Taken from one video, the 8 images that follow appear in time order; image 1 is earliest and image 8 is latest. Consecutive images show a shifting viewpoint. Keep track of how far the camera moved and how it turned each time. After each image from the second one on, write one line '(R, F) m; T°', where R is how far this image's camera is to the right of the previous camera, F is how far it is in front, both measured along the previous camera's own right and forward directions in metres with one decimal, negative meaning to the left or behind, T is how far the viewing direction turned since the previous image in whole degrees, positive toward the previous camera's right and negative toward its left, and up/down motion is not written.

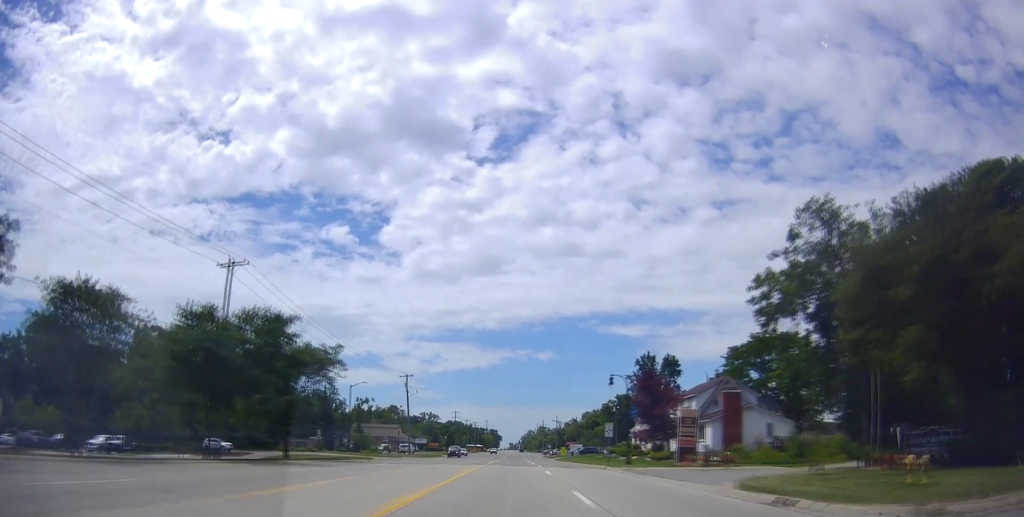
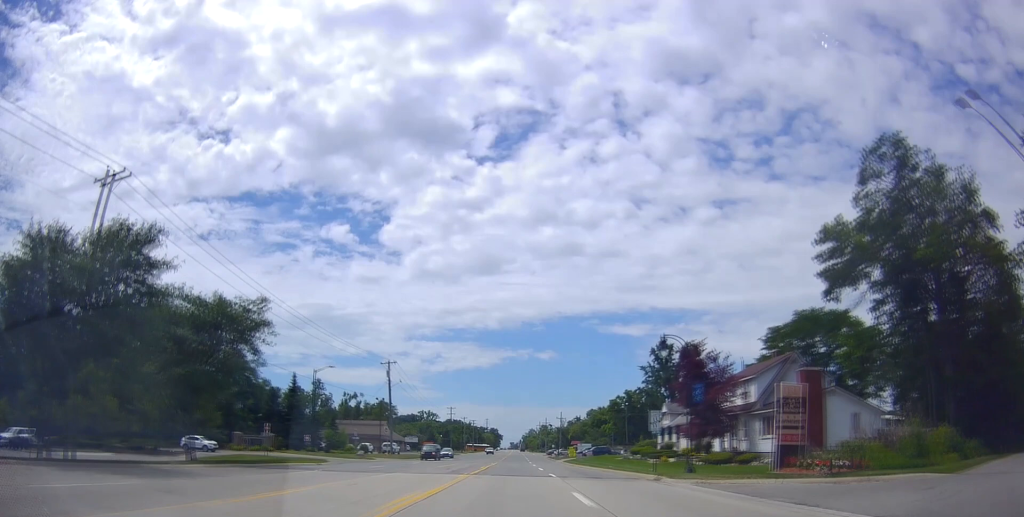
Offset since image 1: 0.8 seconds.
(+0.1, +15.4) m; -1°
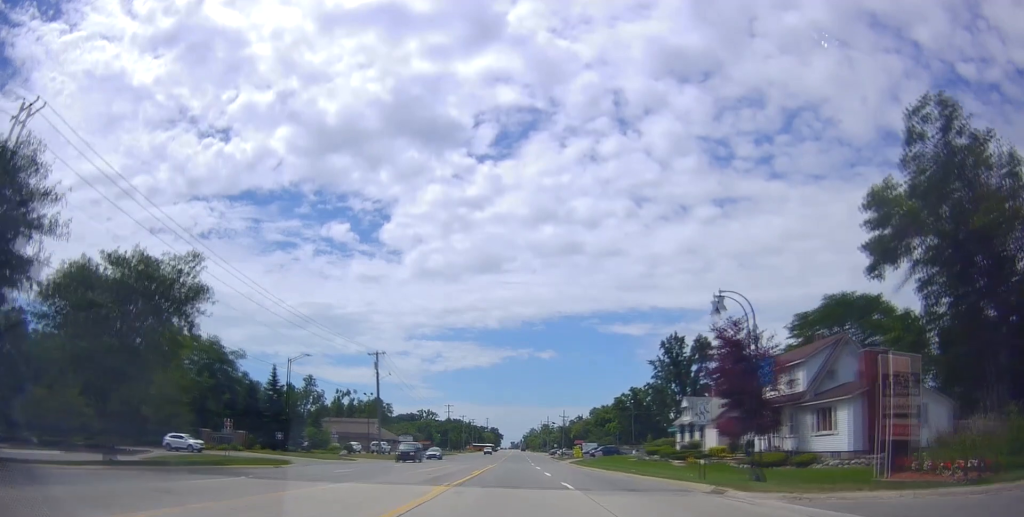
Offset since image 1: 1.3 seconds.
(-0.1, +8.1) m; 0°
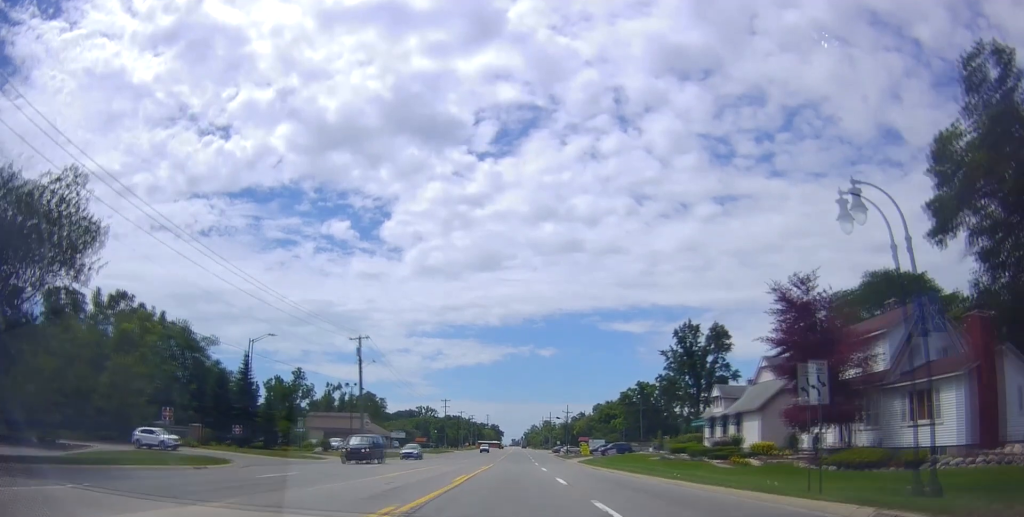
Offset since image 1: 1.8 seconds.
(-0.1, +9.4) m; -1°
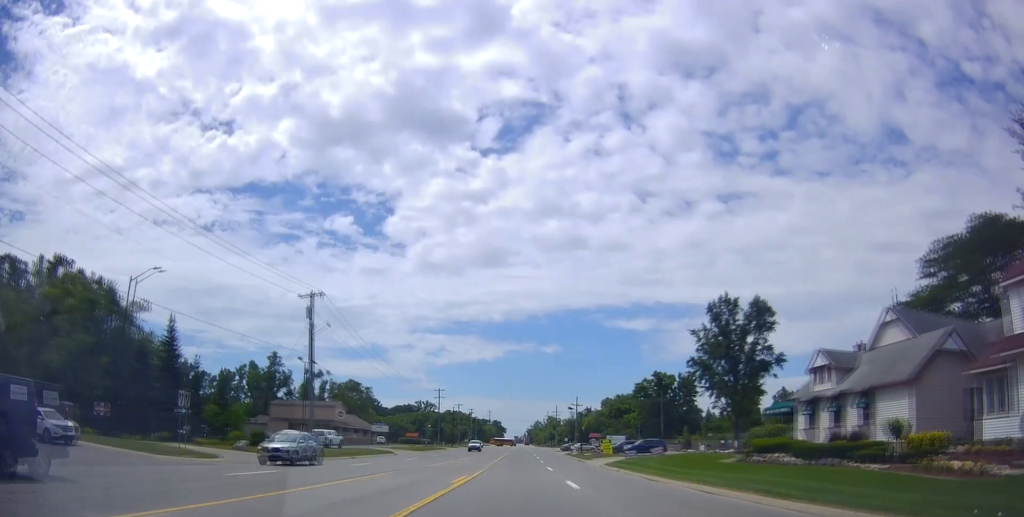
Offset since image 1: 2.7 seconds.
(-0.1, +18.2) m; +1°
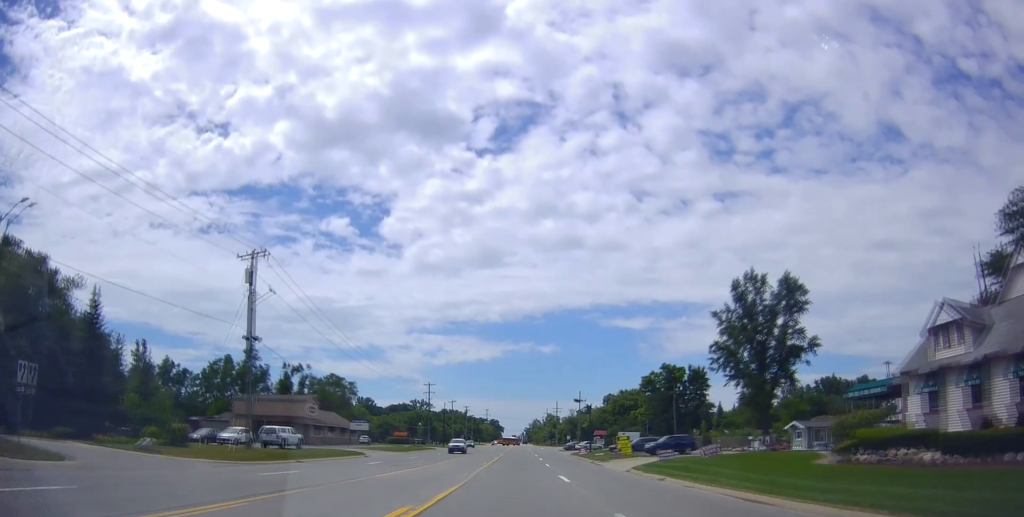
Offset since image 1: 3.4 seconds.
(+0.1, +12.1) m; 0°
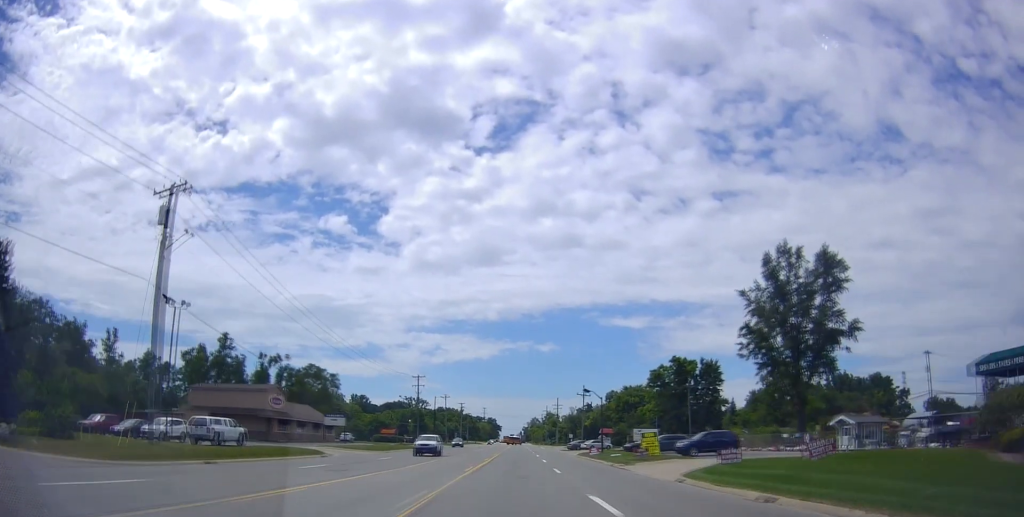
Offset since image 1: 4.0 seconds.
(+0.2, +11.5) m; 0°
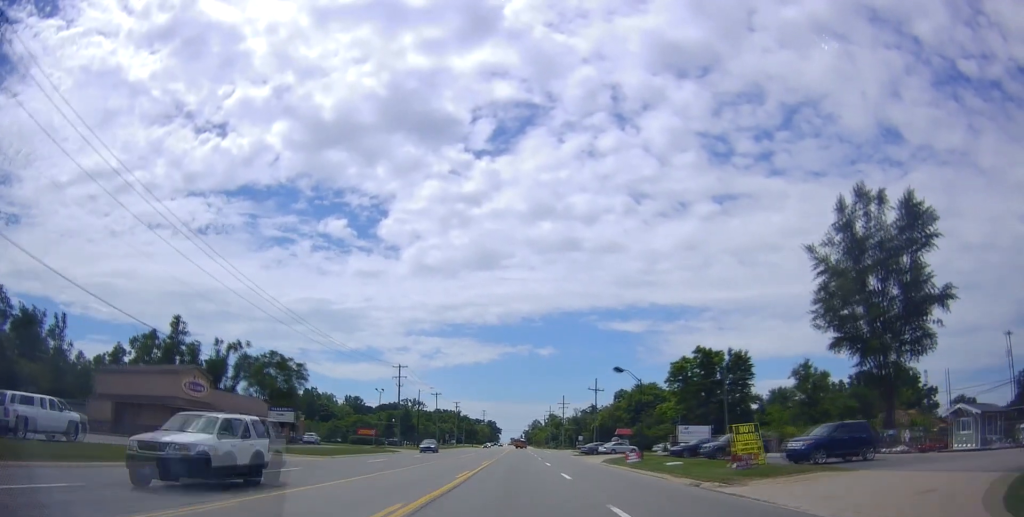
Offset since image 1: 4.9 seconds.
(-0.5, +18.7) m; 0°
